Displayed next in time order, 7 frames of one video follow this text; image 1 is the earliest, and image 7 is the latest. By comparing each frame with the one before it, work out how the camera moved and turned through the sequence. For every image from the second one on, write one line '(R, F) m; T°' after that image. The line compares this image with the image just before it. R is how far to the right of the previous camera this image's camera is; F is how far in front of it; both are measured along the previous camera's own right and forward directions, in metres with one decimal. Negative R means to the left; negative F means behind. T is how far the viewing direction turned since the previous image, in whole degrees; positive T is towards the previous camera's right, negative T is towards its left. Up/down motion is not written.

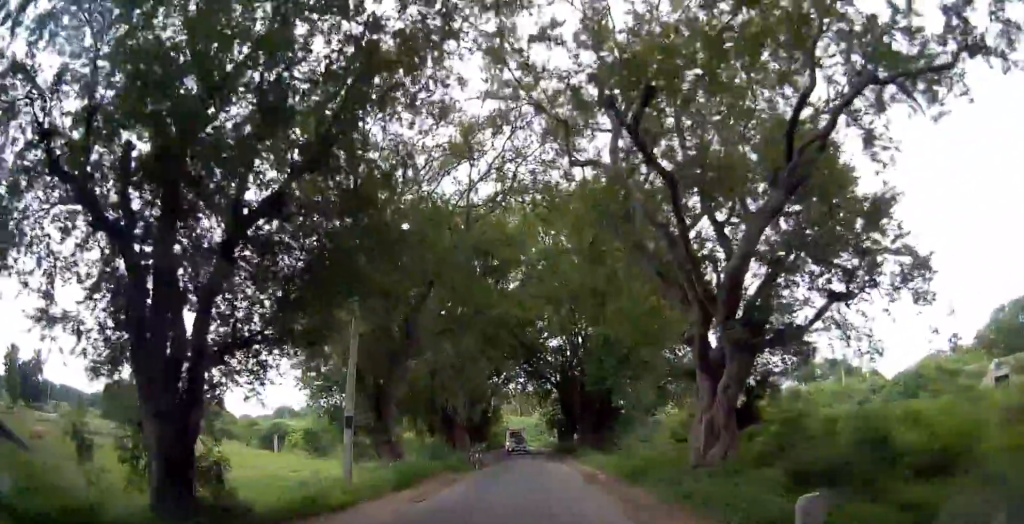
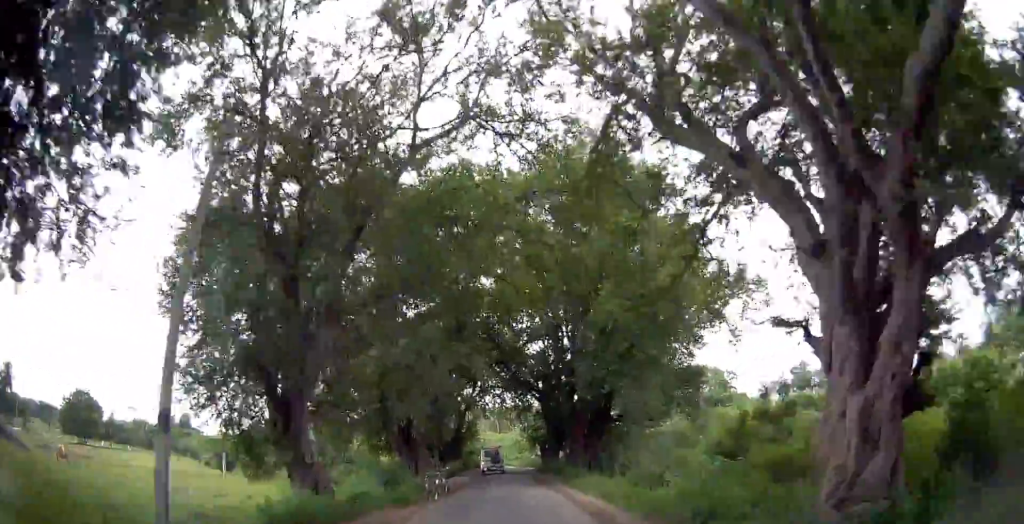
(+0.1, +6.5) m; +1°
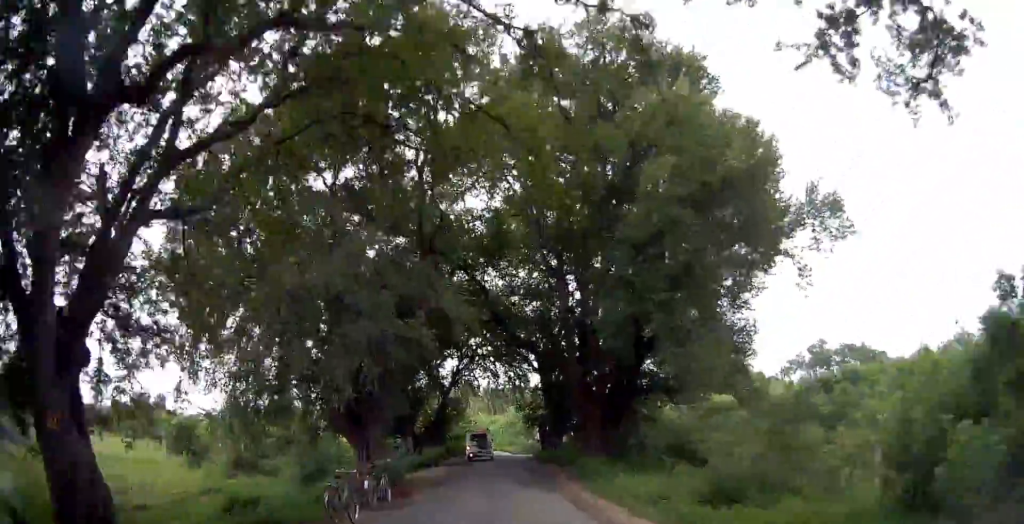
(+0.1, +8.6) m; +1°
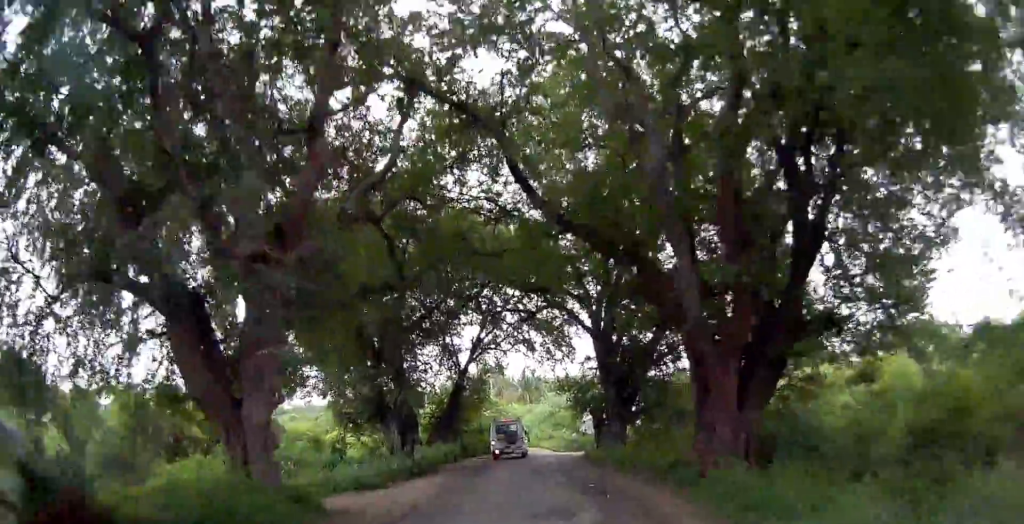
(-0.1, +12.1) m; -1°
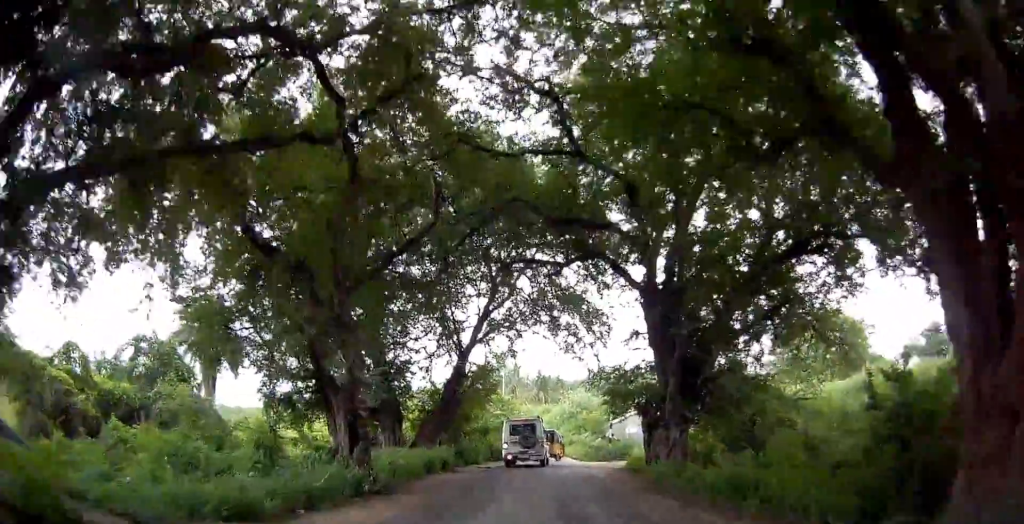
(0.0, +8.1) m; -1°
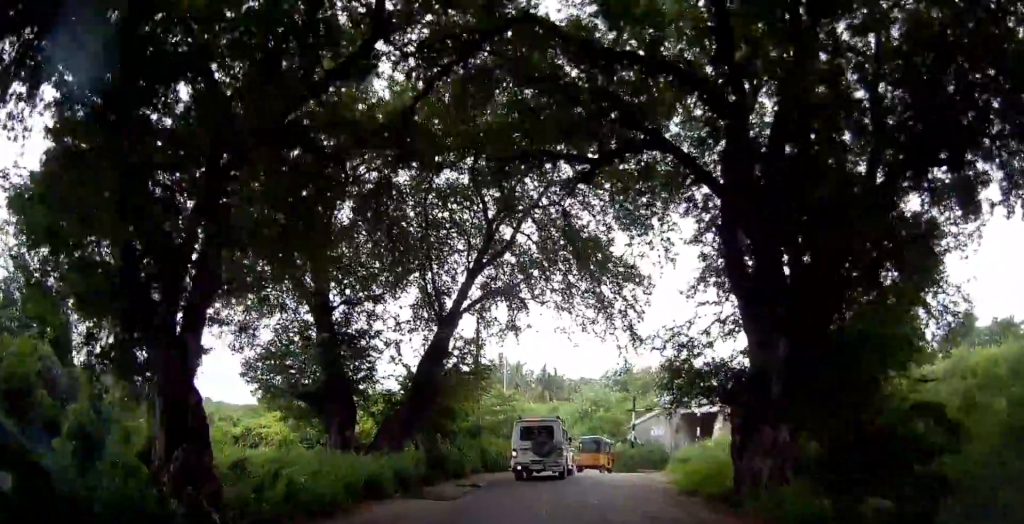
(-0.1, +7.9) m; -2°
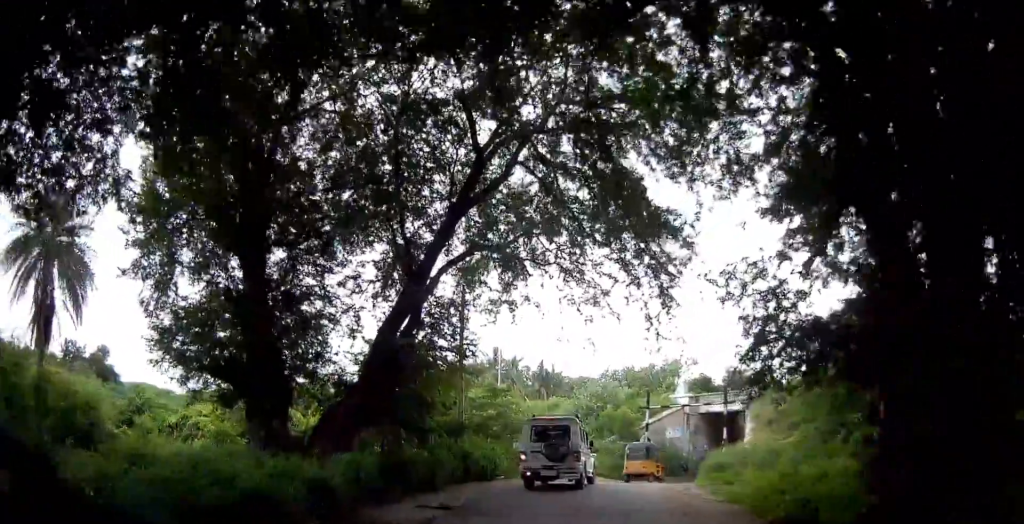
(-0.1, +5.5) m; +1°
